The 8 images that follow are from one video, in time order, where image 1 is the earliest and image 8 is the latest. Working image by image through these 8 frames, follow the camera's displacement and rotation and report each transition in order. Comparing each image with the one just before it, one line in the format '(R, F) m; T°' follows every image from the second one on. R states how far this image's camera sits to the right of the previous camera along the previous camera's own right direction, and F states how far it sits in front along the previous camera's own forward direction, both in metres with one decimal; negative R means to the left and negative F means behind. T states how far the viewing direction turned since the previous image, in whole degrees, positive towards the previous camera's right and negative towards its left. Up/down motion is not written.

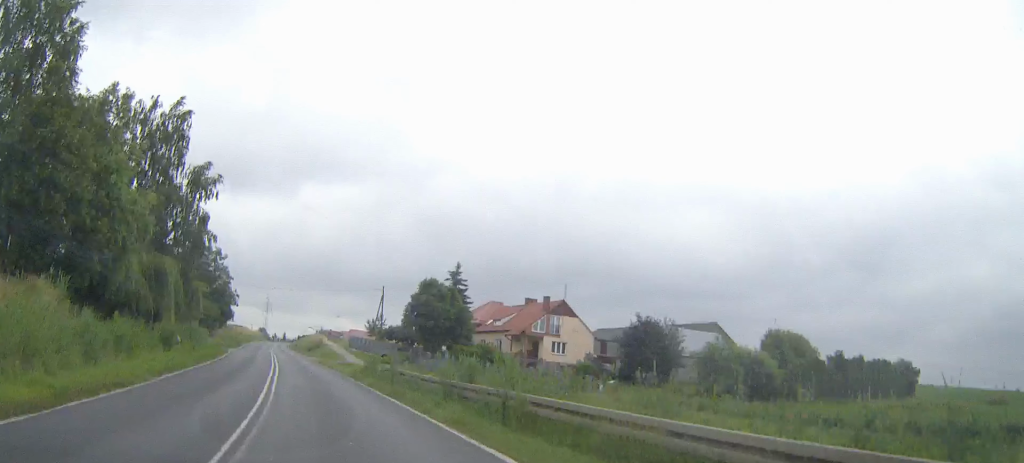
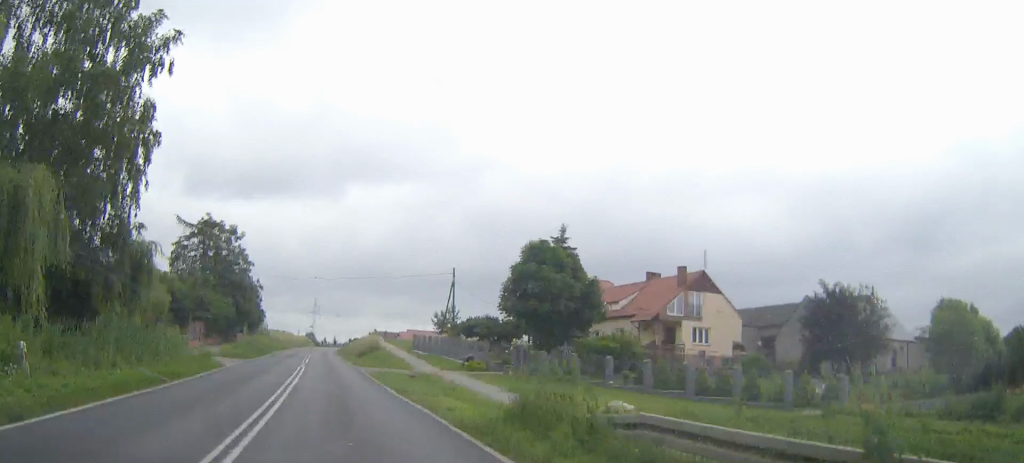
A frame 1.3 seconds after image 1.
(-0.8, +22.3) m; -4°
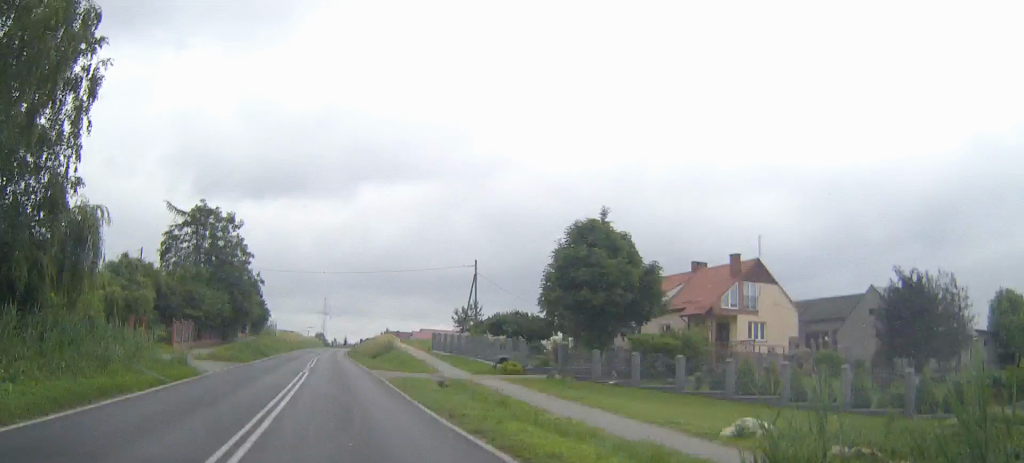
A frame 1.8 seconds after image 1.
(-0.2, +7.4) m; -1°
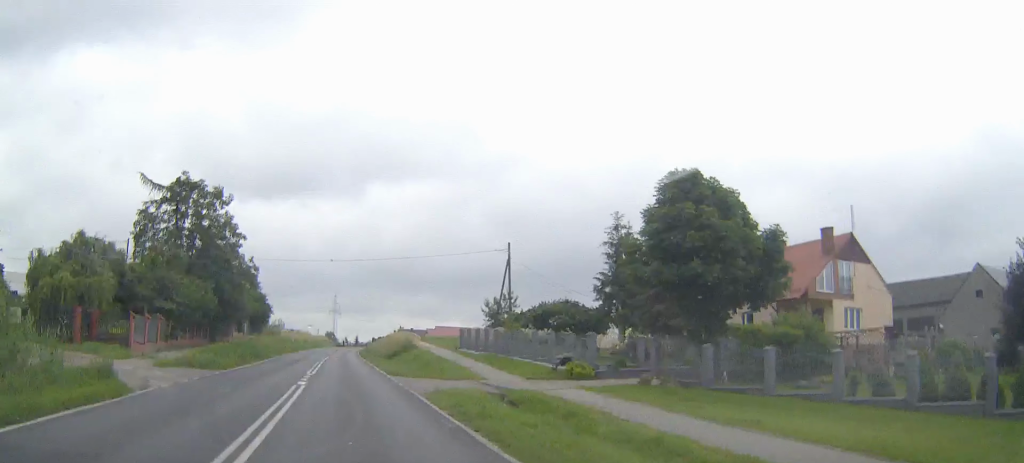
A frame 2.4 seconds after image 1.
(-0.1, +10.7) m; -2°
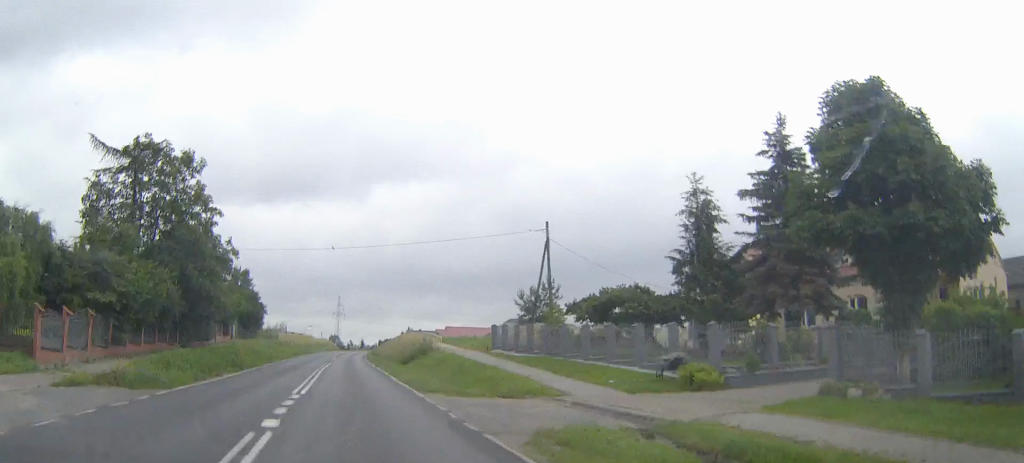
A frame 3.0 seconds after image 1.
(-0.2, +10.7) m; -1°
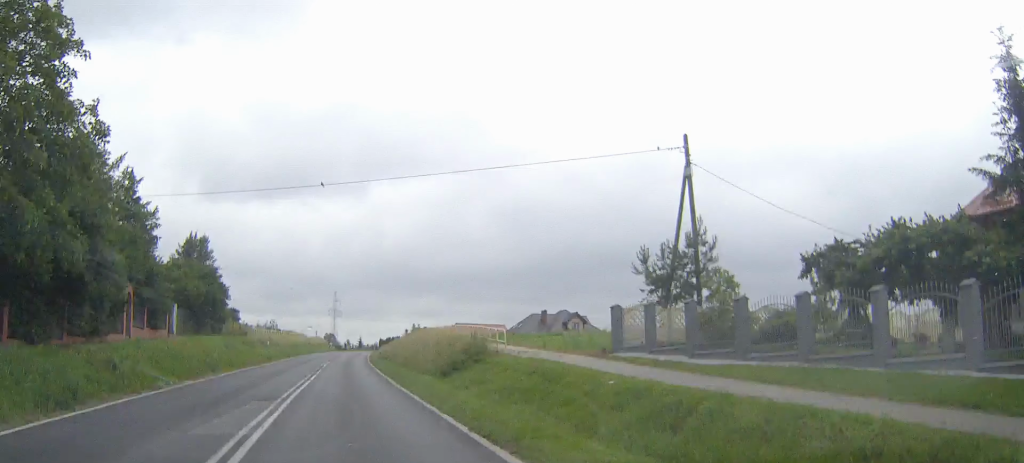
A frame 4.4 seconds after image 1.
(-0.1, +23.1) m; 0°
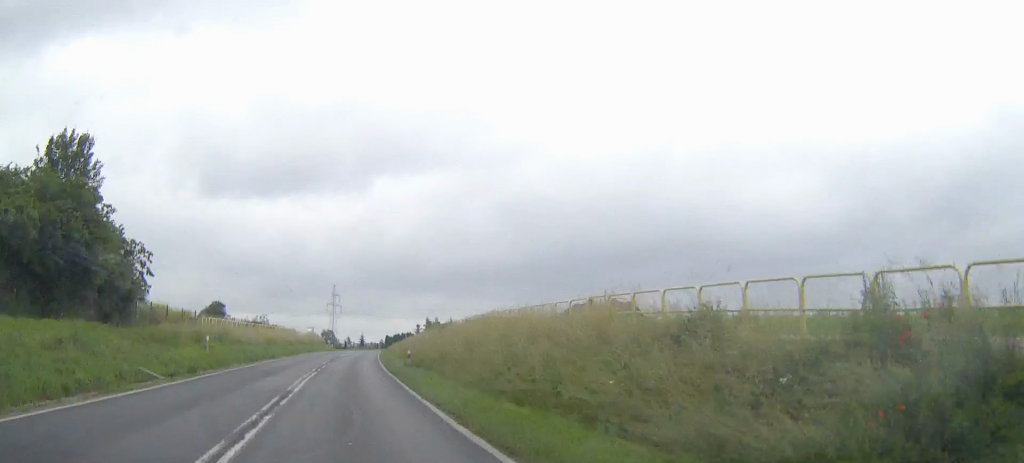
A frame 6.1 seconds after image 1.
(-0.2, +26.8) m; 0°
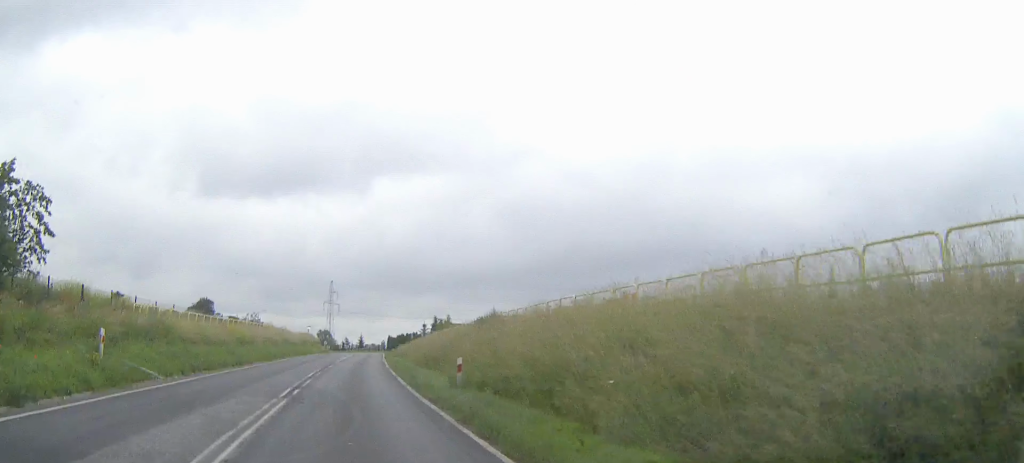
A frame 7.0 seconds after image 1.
(0.0, +15.7) m; 0°
